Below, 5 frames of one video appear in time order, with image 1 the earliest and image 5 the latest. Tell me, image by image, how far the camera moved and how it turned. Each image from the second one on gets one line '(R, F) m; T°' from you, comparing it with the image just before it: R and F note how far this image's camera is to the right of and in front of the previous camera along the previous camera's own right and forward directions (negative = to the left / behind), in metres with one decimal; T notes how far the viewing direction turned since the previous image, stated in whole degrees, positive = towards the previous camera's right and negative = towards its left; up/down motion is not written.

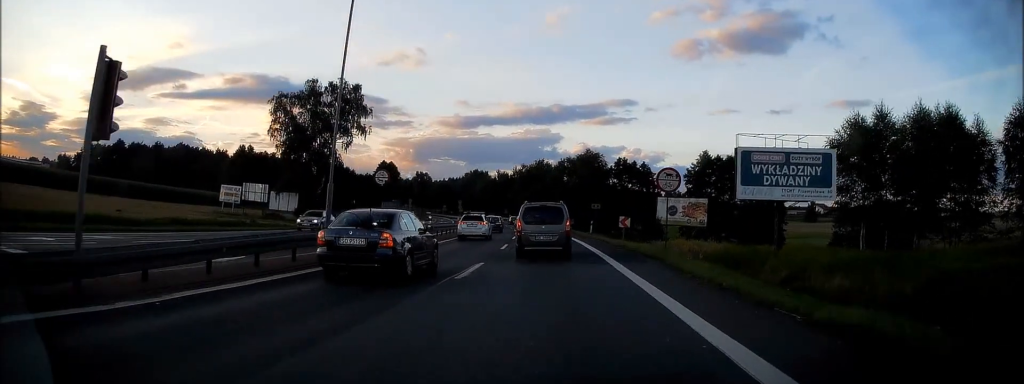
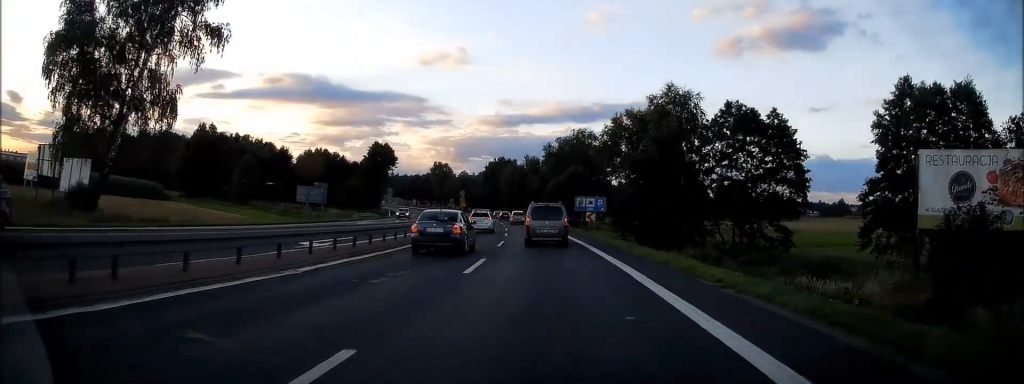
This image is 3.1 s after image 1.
(-1.4, +46.4) m; -4°
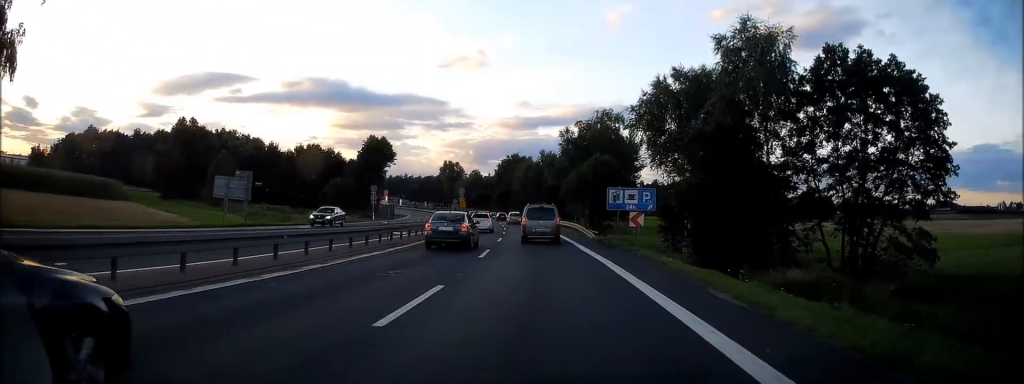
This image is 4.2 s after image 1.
(-0.2, +18.1) m; -1°
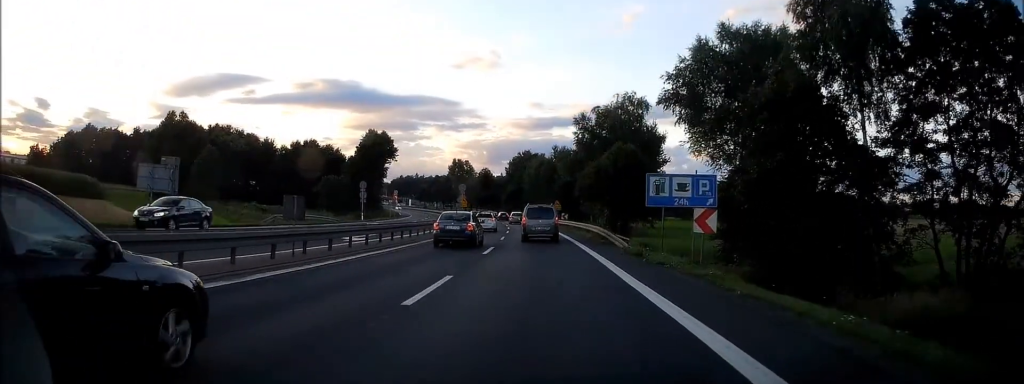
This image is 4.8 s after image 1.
(-0.1, +10.3) m; -1°
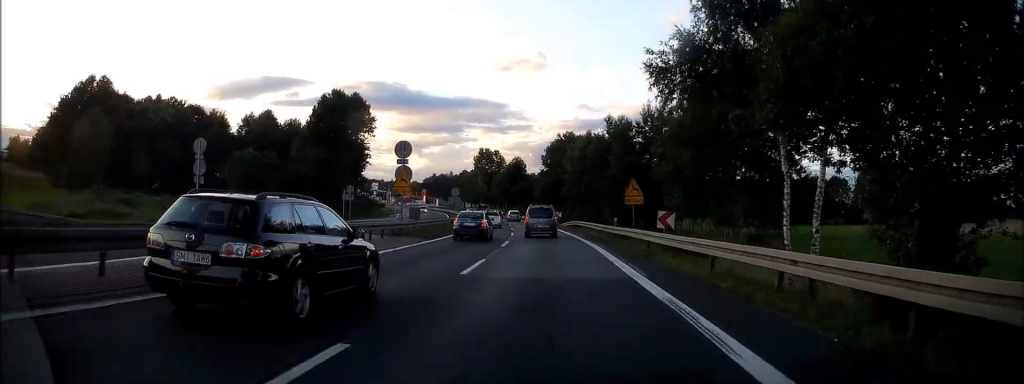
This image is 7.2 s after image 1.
(-2.2, +42.8) m; -5°
